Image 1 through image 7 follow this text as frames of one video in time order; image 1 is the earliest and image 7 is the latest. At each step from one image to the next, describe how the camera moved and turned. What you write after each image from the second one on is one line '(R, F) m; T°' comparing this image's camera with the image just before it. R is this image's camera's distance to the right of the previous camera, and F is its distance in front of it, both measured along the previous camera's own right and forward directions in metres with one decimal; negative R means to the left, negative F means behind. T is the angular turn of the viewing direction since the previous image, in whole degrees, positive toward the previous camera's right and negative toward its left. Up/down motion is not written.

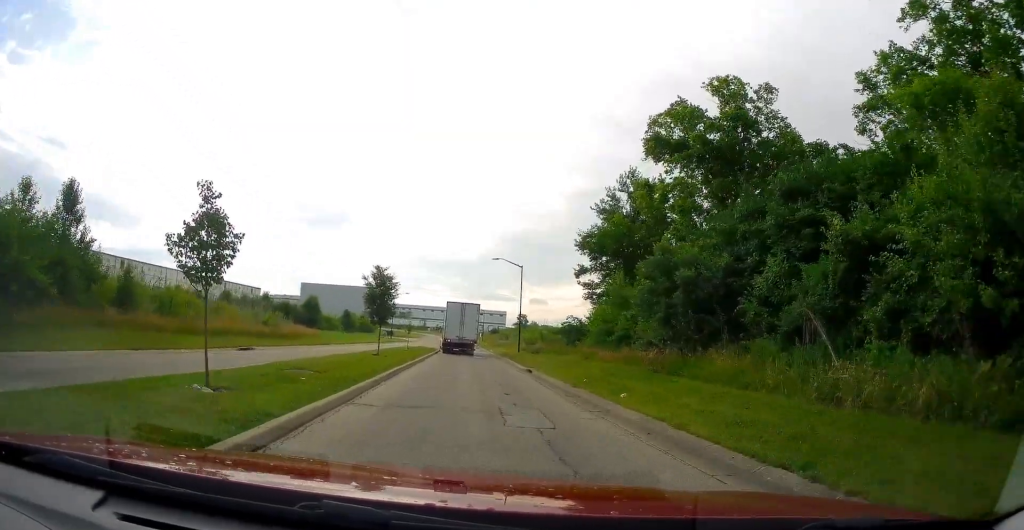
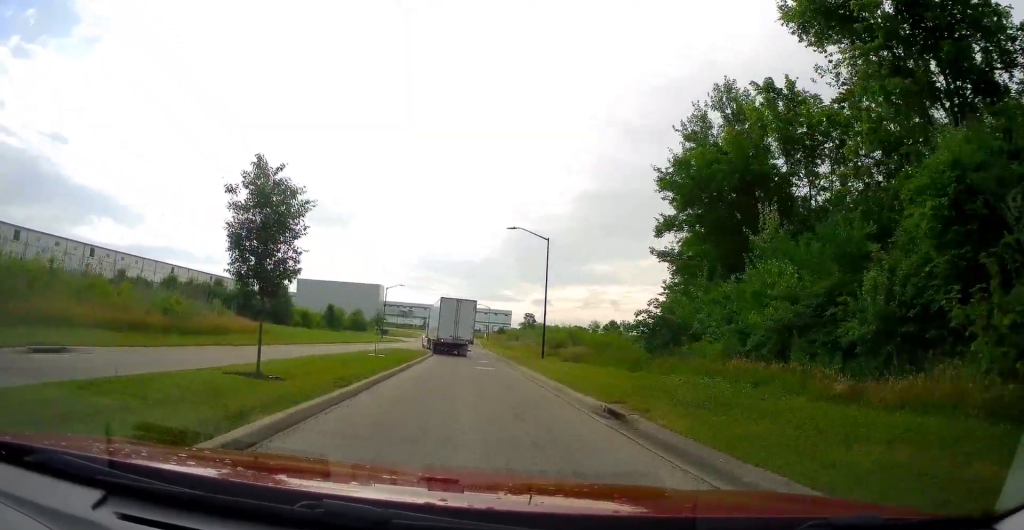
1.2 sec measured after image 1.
(0.0, +16.1) m; 0°
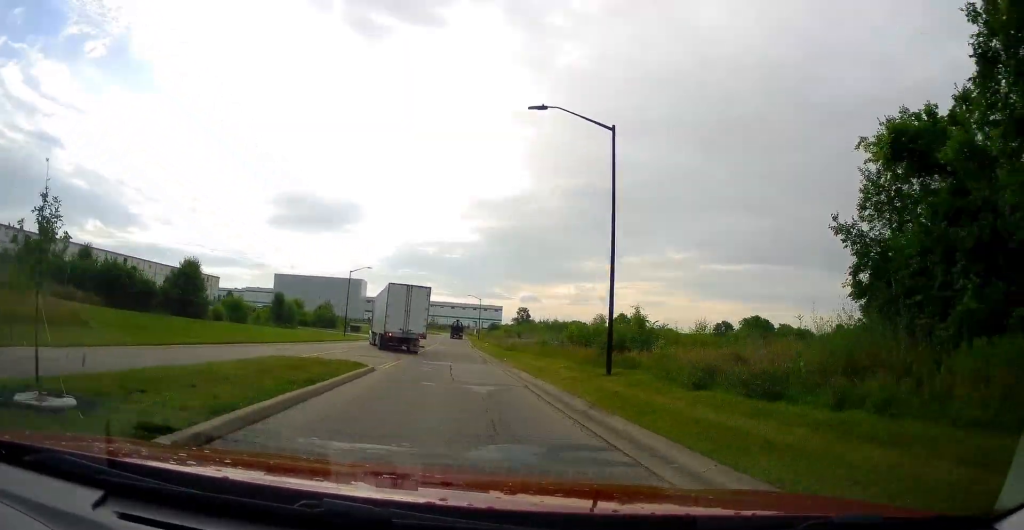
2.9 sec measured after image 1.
(0.0, +21.6) m; 0°
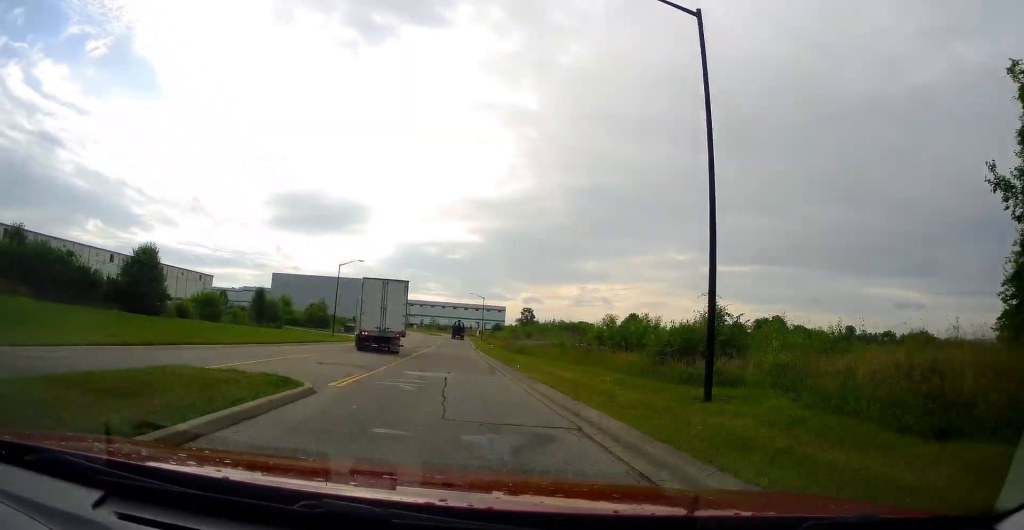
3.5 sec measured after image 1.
(0.0, +8.0) m; 0°
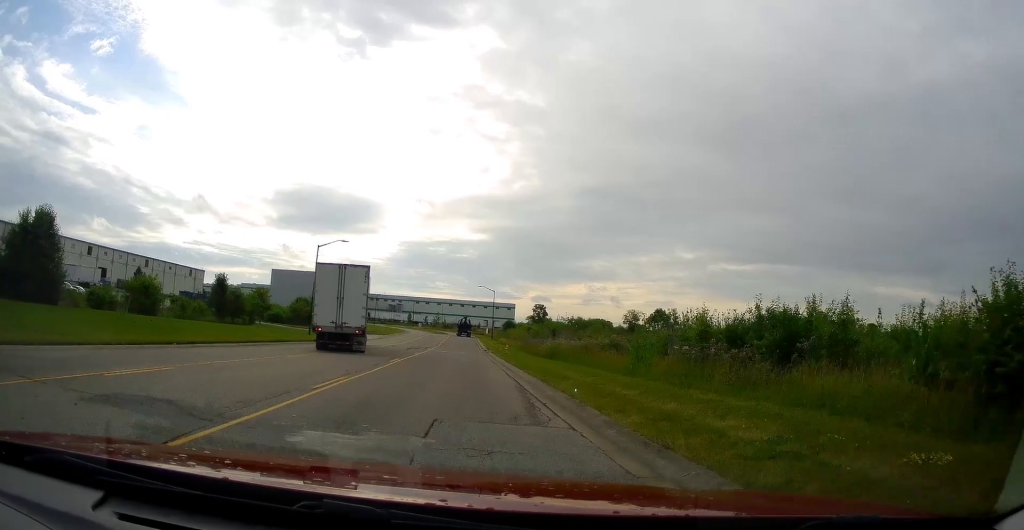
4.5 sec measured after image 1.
(-0.1, +13.5) m; -2°
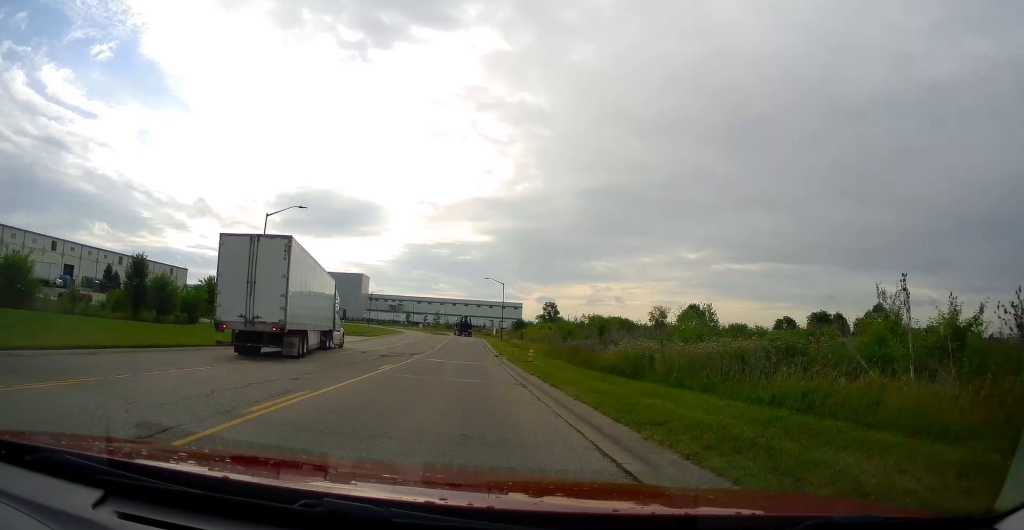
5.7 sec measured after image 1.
(-0.3, +16.2) m; 0°
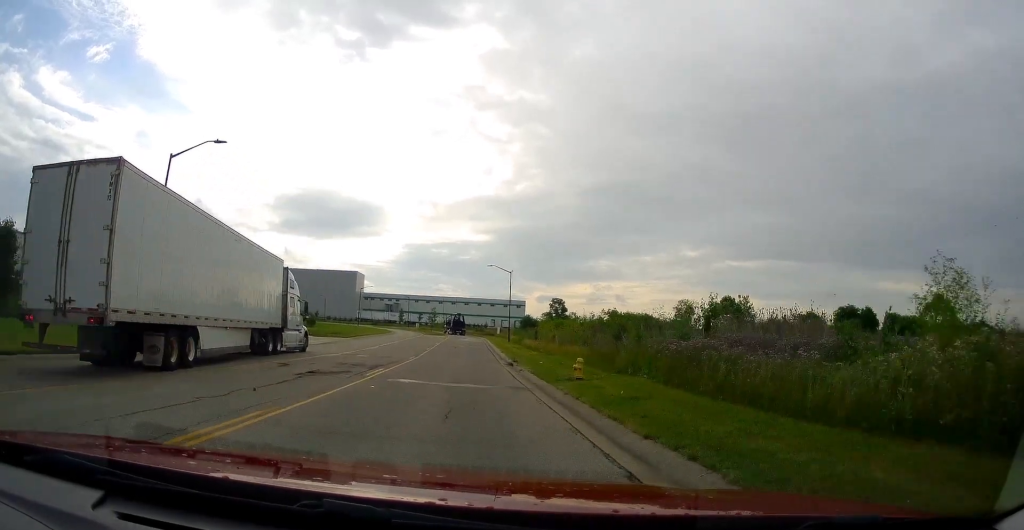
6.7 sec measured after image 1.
(+0.2, +14.8) m; 0°
